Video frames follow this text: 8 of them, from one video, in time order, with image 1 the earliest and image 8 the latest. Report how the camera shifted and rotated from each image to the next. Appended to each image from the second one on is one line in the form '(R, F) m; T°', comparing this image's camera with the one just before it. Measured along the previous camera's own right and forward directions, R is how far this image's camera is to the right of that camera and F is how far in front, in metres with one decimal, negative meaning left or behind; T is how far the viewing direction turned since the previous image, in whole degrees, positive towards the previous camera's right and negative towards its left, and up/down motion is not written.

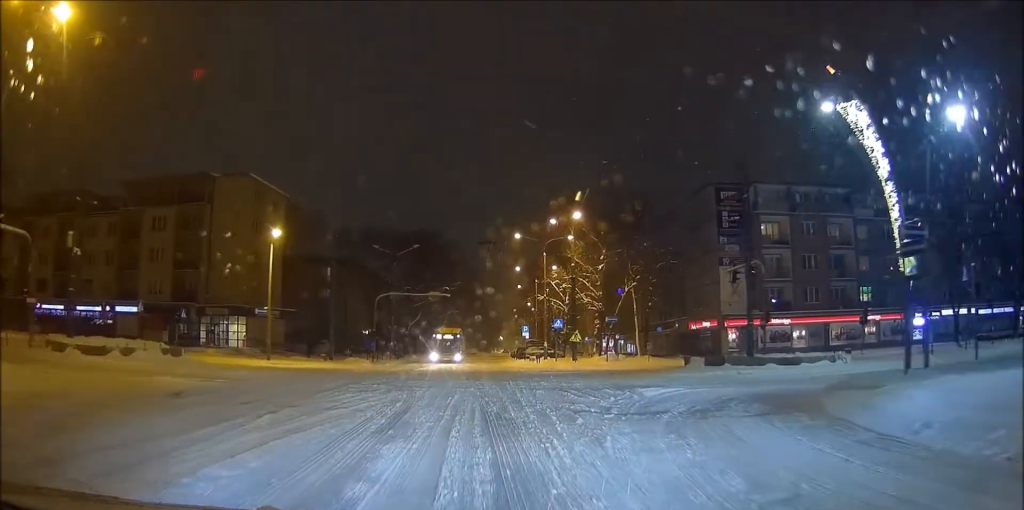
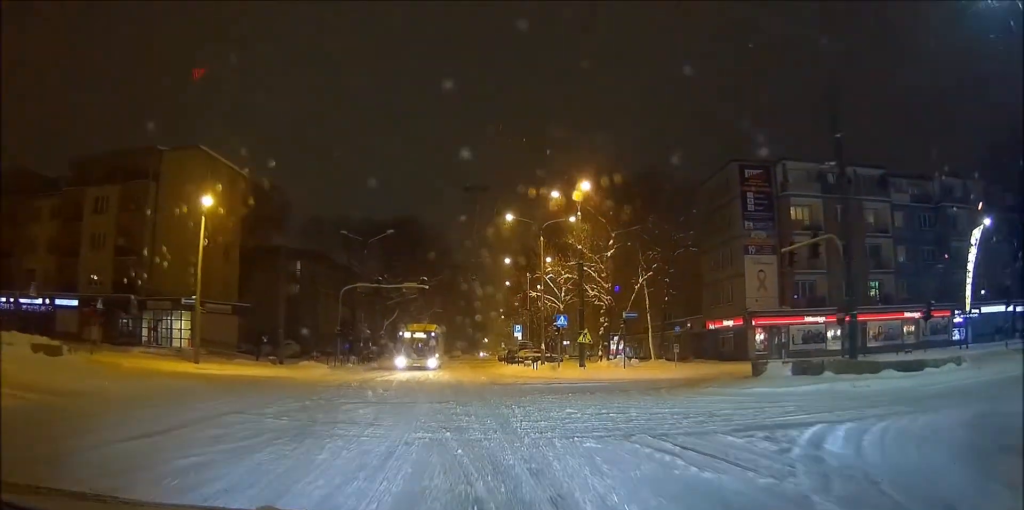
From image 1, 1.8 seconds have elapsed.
(-0.3, +10.4) m; -3°
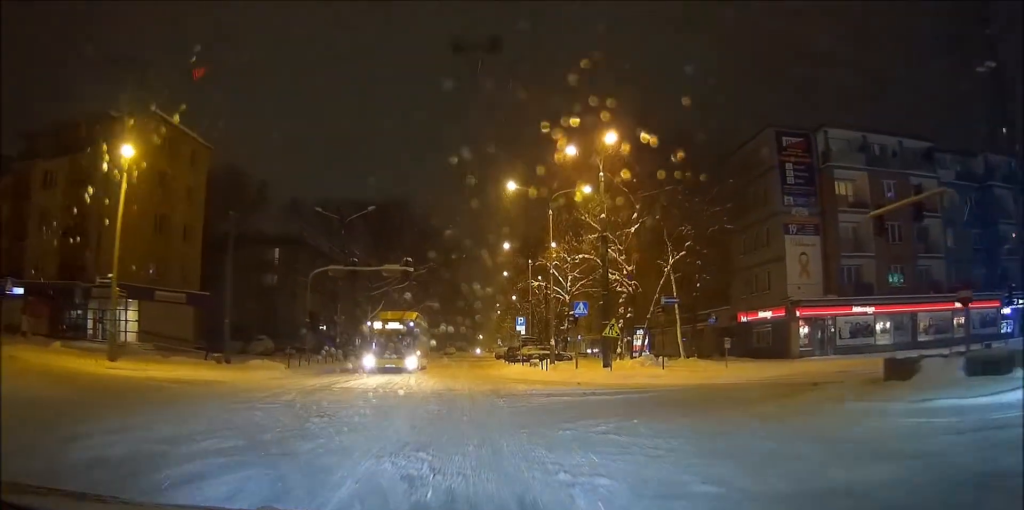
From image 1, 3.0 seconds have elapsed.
(0.0, +7.9) m; +1°
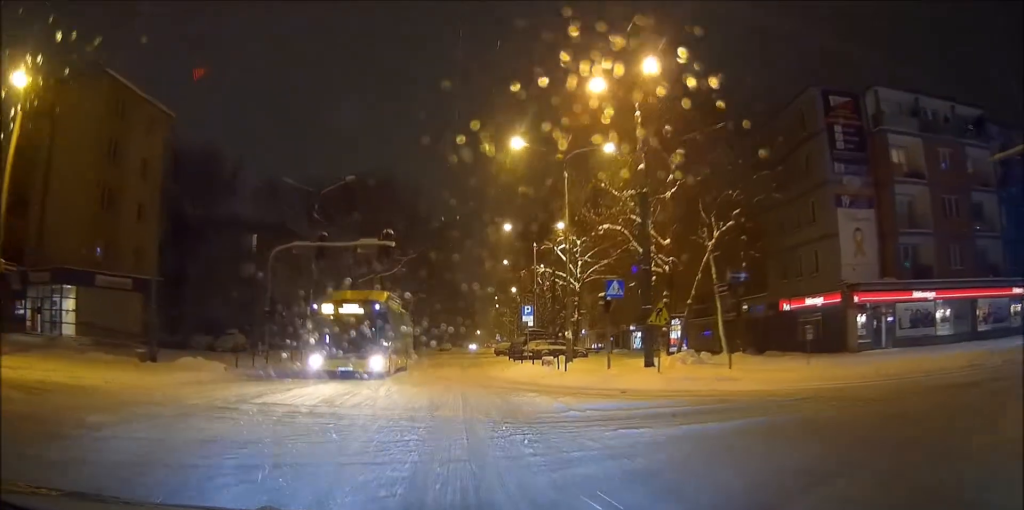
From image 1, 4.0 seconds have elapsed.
(+0.2, +7.7) m; +2°
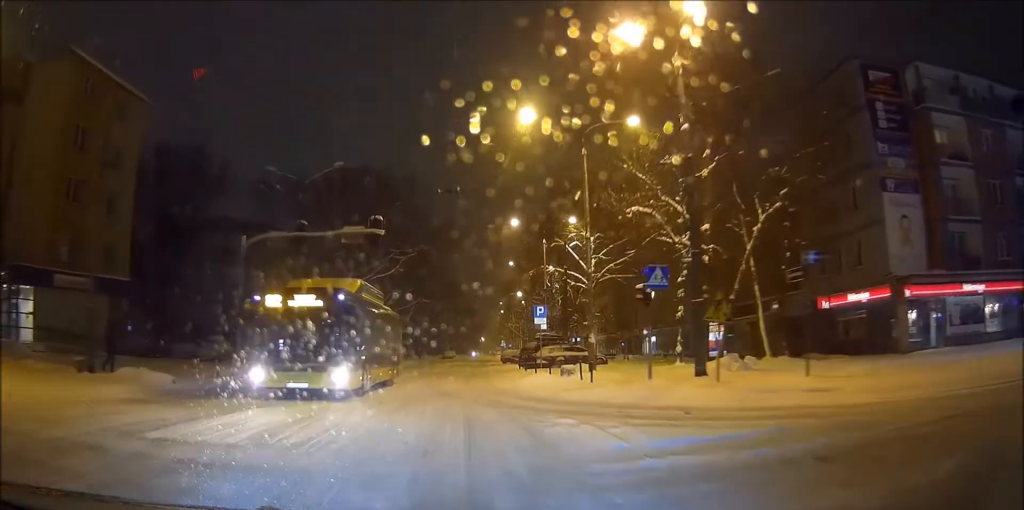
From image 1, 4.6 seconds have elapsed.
(0.0, +4.9) m; 0°
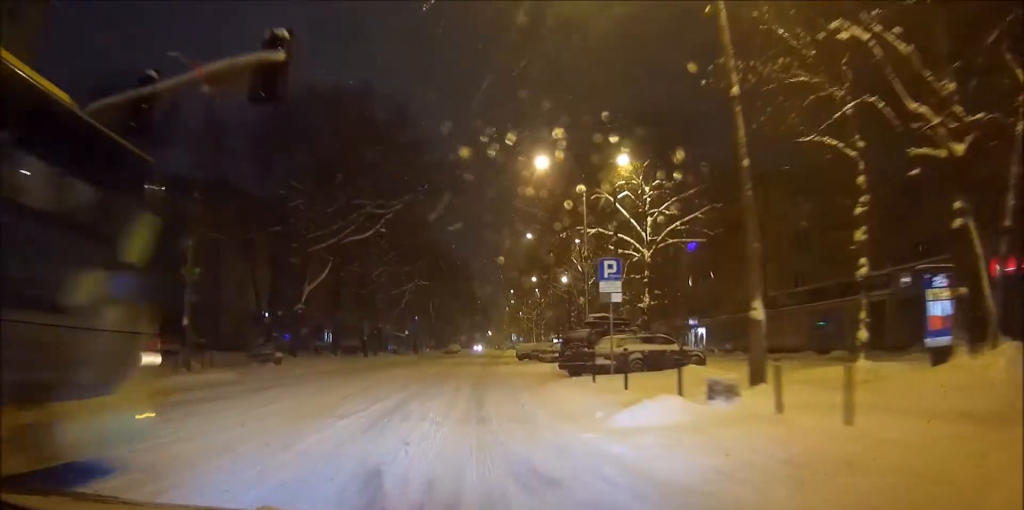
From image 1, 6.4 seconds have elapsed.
(0.0, +15.7) m; +1°
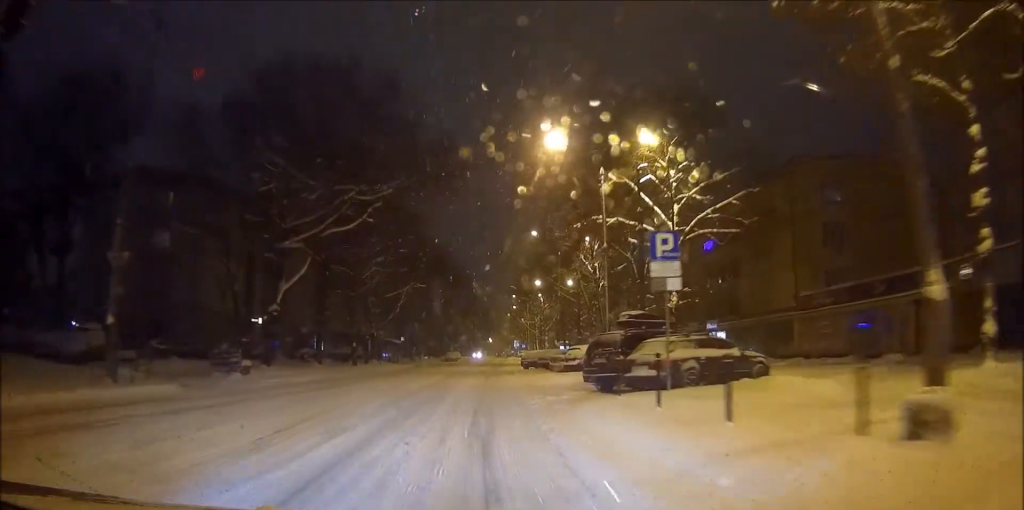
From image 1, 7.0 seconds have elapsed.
(0.0, +5.3) m; 0°
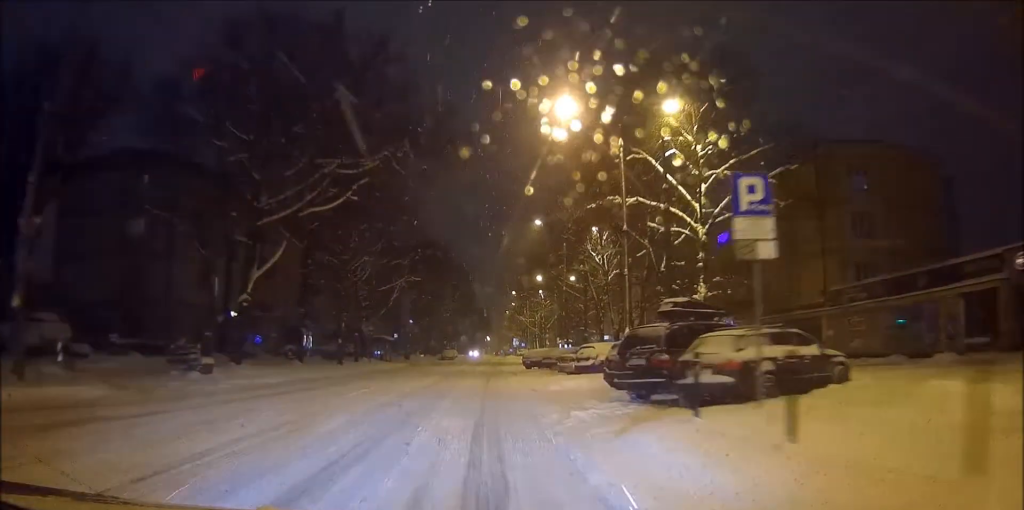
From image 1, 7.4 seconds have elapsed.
(0.0, +4.4) m; 0°
